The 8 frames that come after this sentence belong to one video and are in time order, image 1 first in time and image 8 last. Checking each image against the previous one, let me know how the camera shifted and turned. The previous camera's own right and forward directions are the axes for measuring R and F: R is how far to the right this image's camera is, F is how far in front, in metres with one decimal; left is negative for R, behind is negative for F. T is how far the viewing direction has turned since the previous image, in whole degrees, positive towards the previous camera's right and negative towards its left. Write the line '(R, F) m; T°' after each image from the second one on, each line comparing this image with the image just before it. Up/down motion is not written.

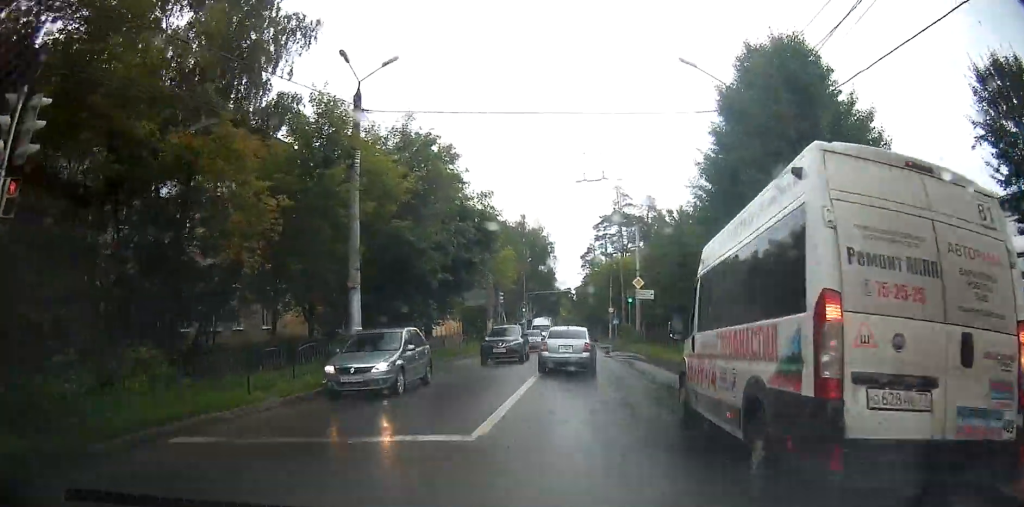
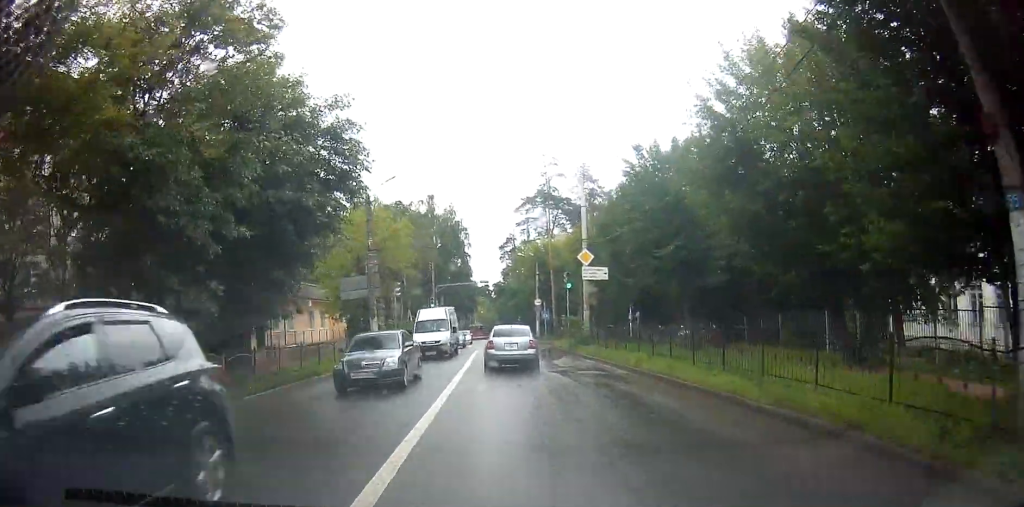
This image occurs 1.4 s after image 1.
(+0.3, +14.0) m; 0°
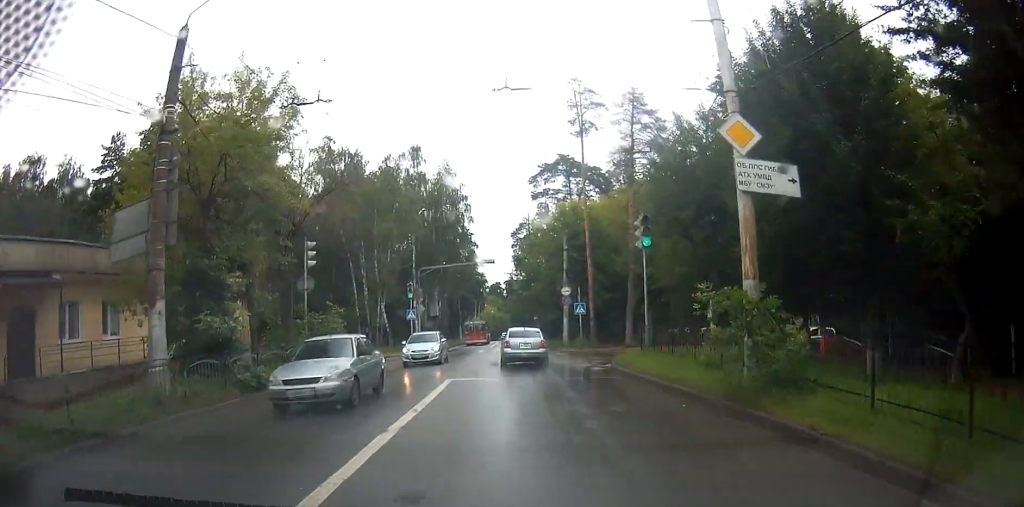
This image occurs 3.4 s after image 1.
(+0.2, +21.3) m; +2°
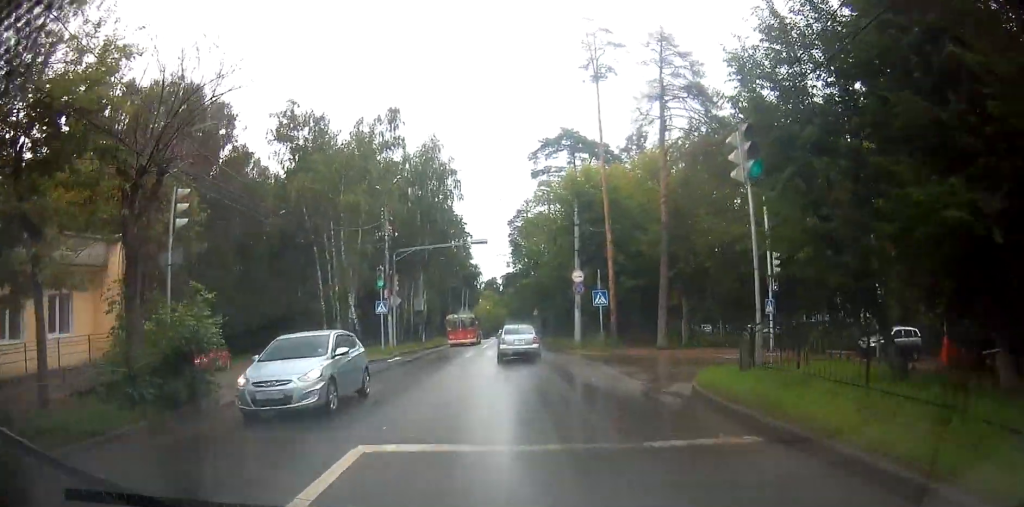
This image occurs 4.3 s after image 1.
(0.0, +10.0) m; -1°
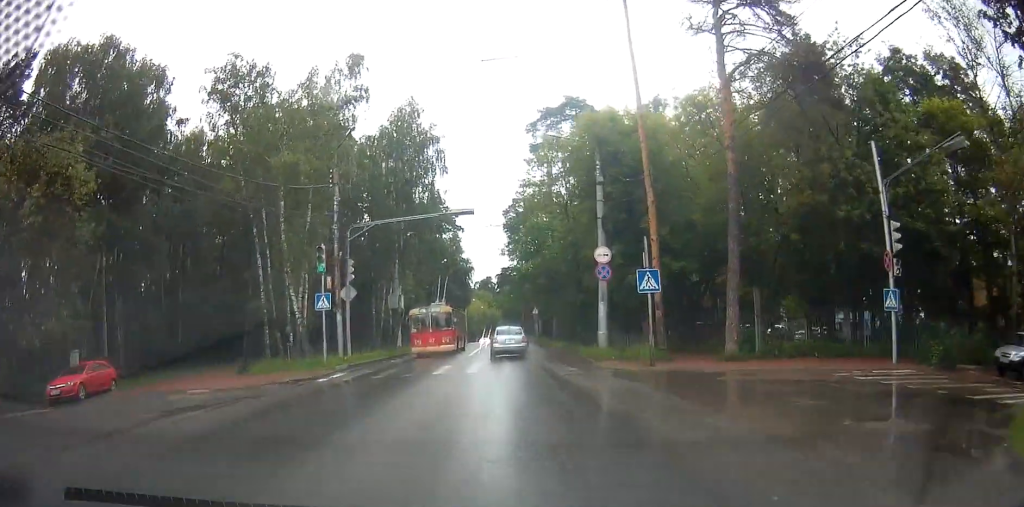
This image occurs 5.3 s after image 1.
(-0.3, +11.0) m; 0°
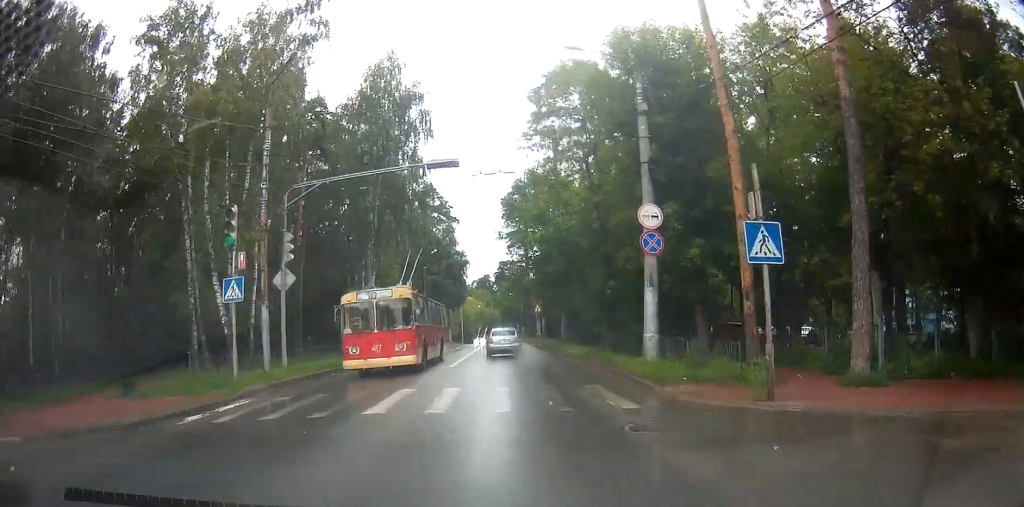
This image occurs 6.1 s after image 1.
(+0.2, +8.7) m; 0°
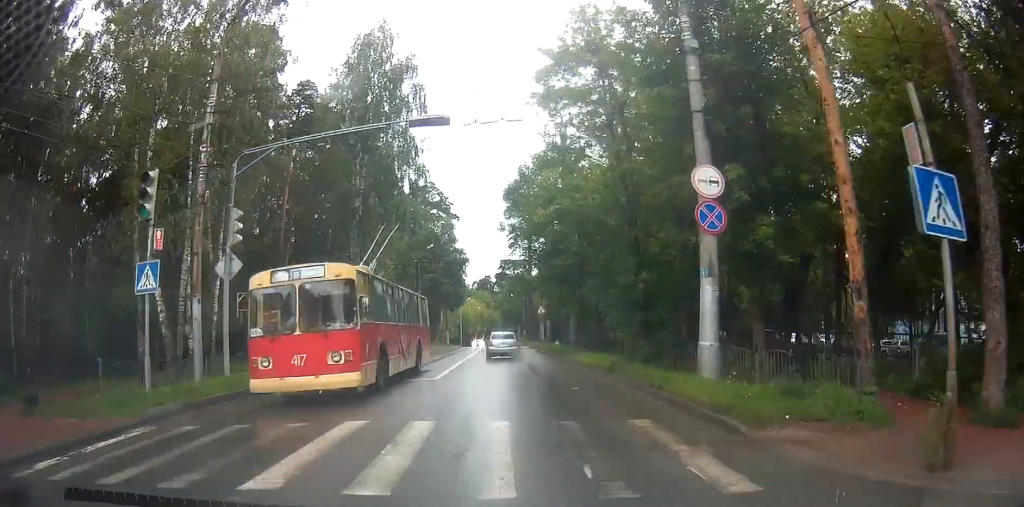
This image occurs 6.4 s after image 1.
(0.0, +4.7) m; 0°
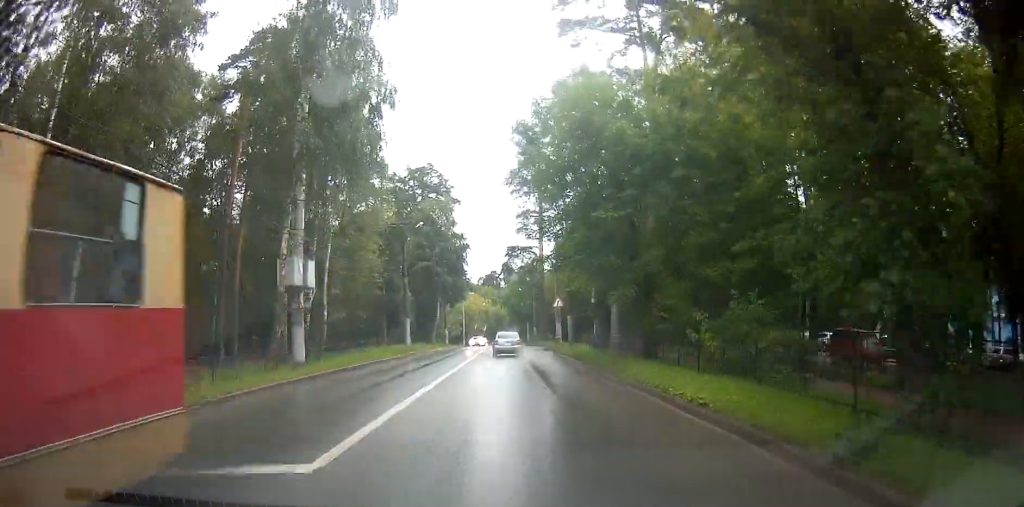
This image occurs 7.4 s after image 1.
(-0.2, +11.4) m; -2°
